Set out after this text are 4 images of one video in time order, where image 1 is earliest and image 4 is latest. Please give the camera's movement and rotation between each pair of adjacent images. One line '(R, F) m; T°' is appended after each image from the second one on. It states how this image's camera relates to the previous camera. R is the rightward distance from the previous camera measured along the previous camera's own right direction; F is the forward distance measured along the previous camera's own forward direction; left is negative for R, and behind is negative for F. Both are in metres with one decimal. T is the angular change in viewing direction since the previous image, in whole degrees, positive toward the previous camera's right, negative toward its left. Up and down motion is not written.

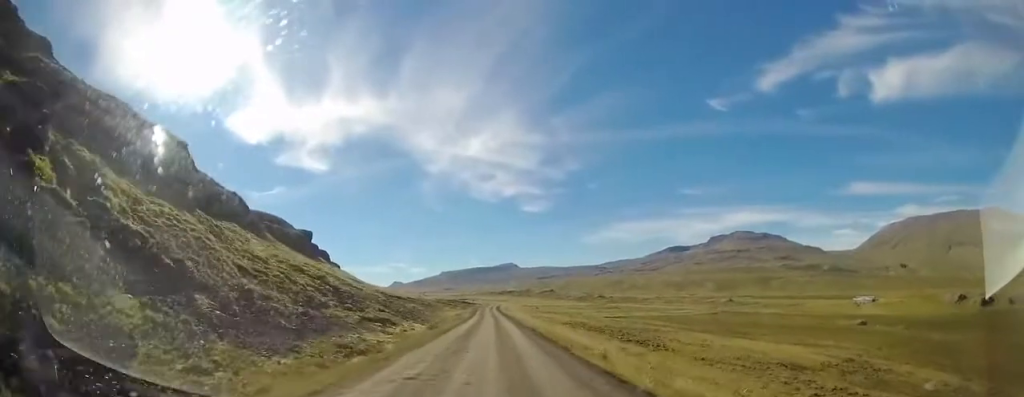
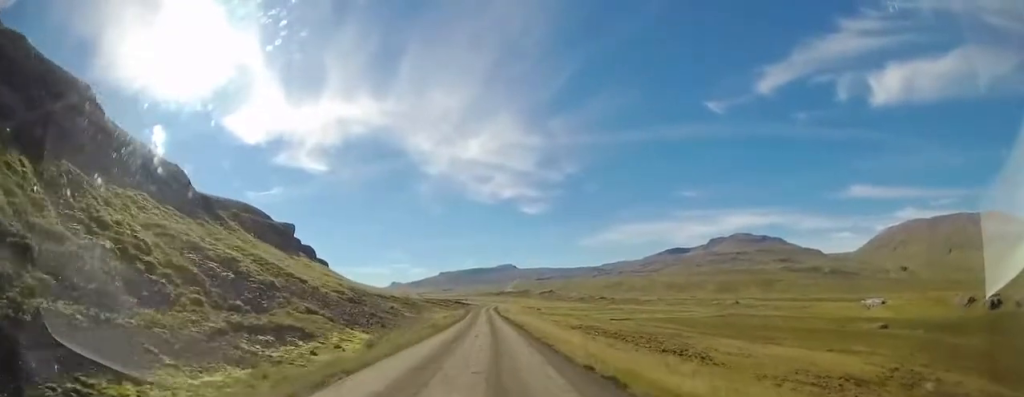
(0.0, +18.7) m; +2°
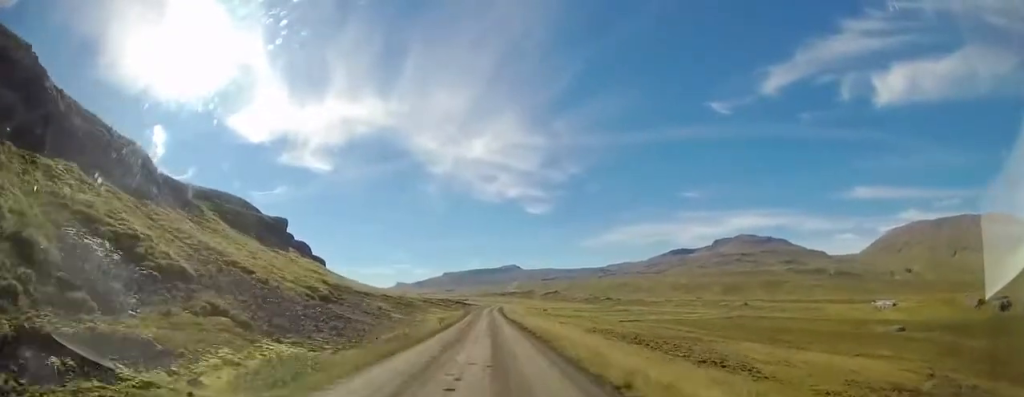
(+0.2, +11.8) m; +1°
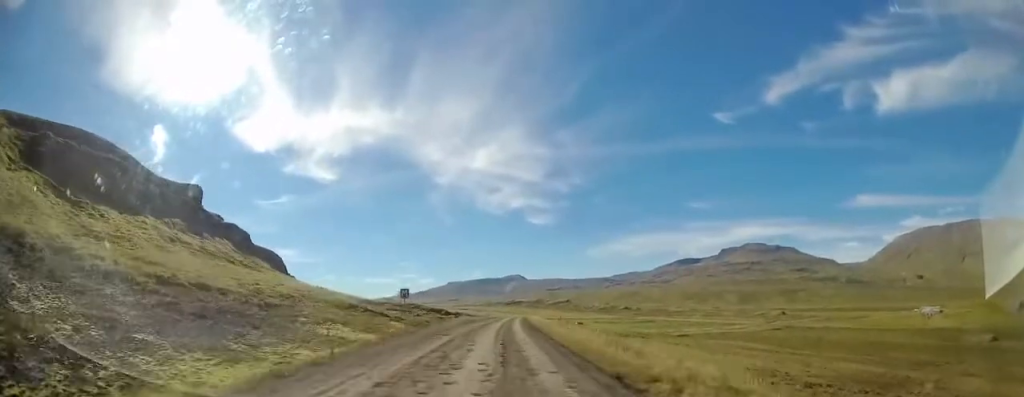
(-1.6, +66.8) m; -3°
